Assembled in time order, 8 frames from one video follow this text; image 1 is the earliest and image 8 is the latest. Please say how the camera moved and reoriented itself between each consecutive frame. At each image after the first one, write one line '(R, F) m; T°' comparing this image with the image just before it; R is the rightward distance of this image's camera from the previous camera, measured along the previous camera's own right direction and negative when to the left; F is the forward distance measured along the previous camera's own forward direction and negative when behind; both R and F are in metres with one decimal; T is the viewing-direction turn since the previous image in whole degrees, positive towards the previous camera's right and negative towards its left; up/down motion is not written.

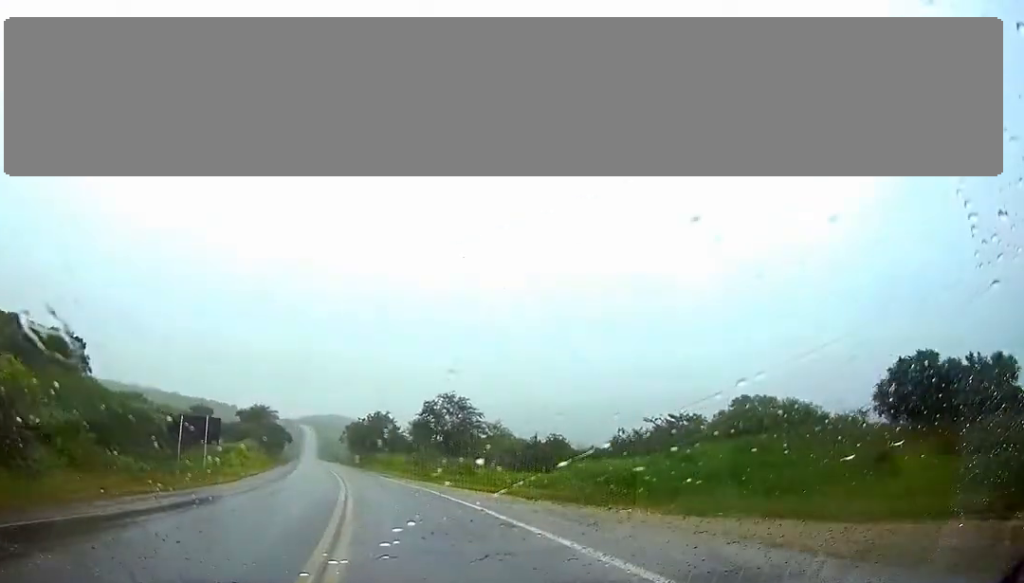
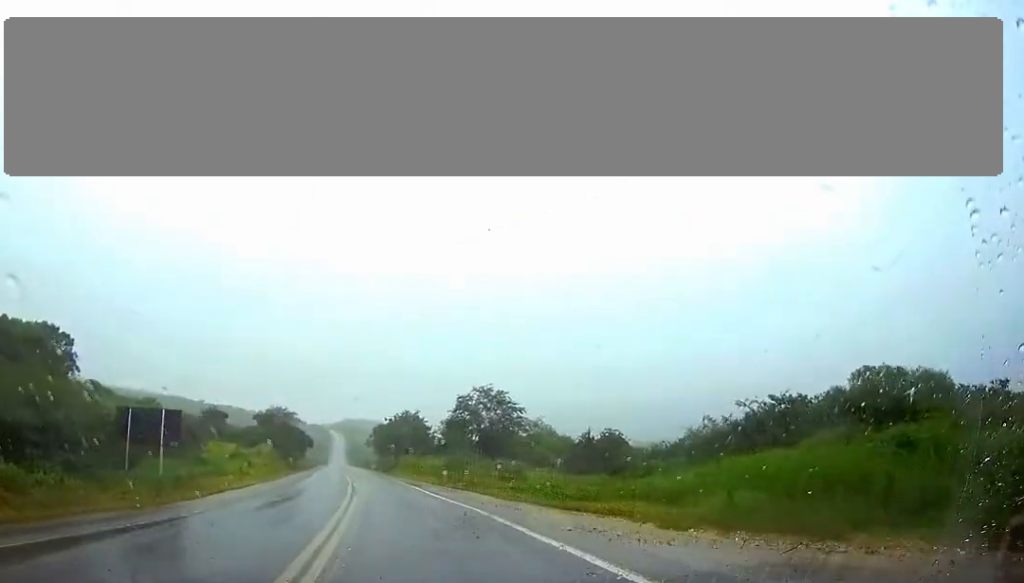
(+0.3, +12.8) m; -2°
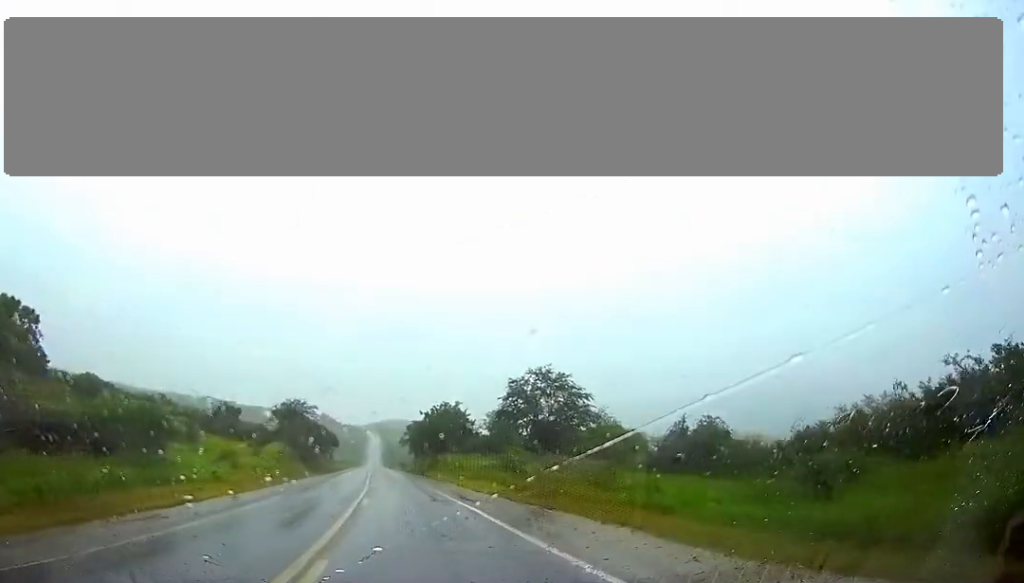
(-0.9, +18.6) m; -3°
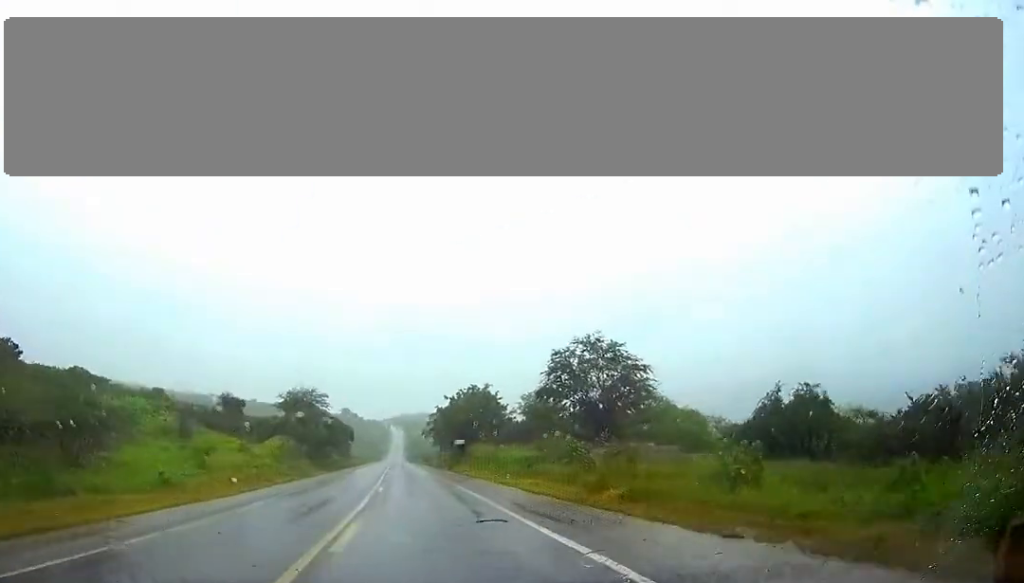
(-0.3, +13.4) m; -2°
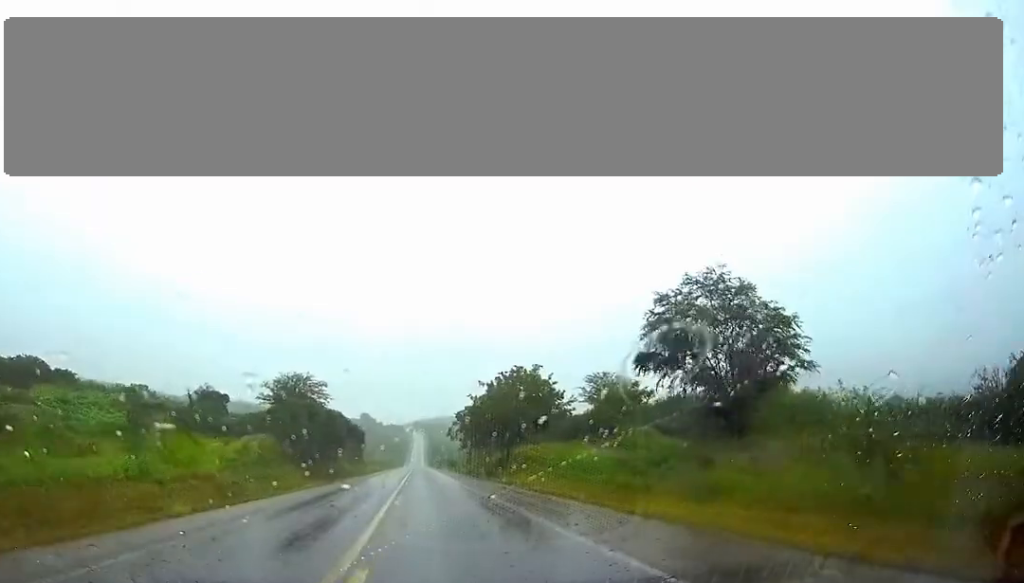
(-0.5, +23.4) m; -1°
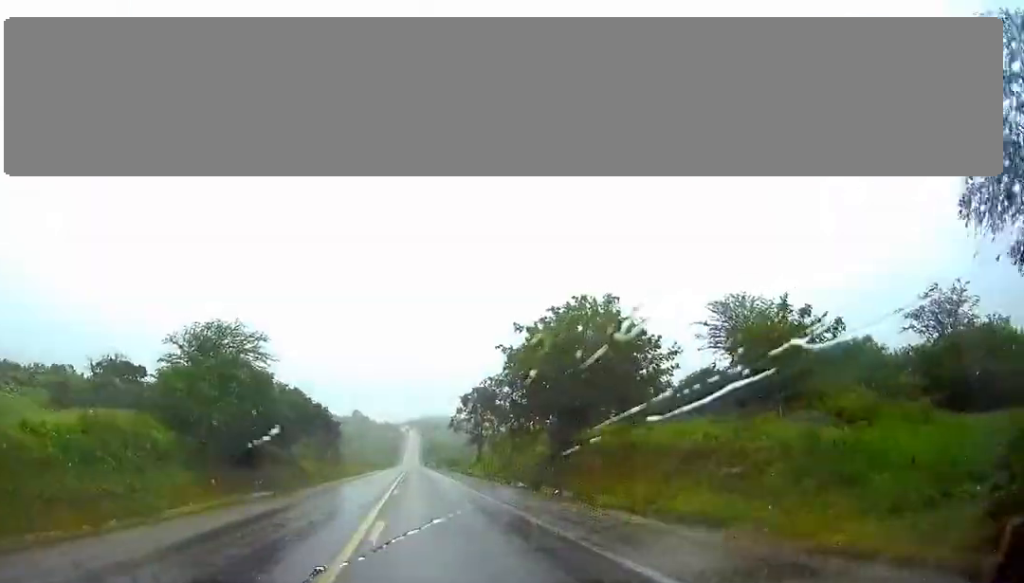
(-0.1, +29.1) m; 0°
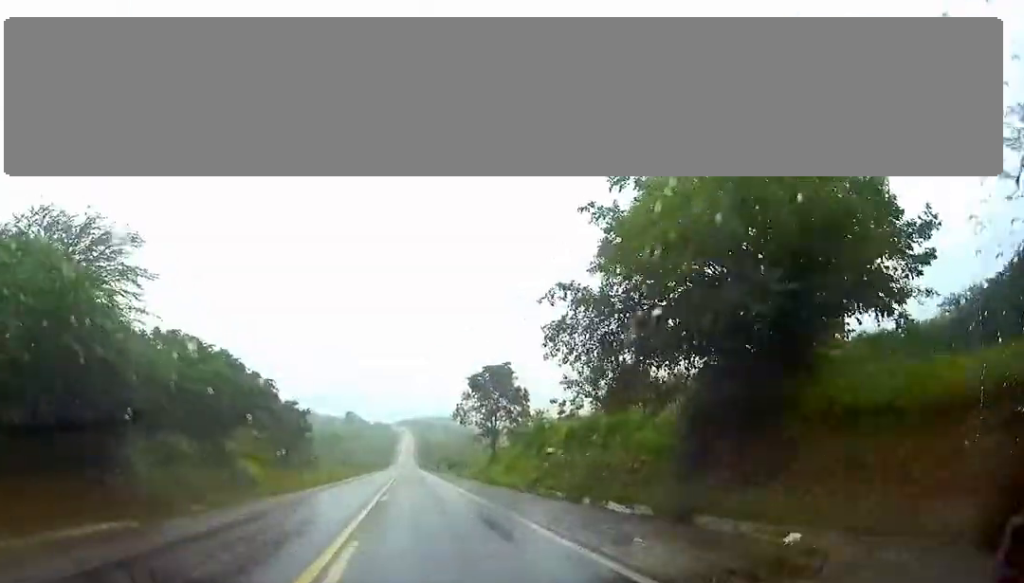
(+0.1, +22.9) m; 0°
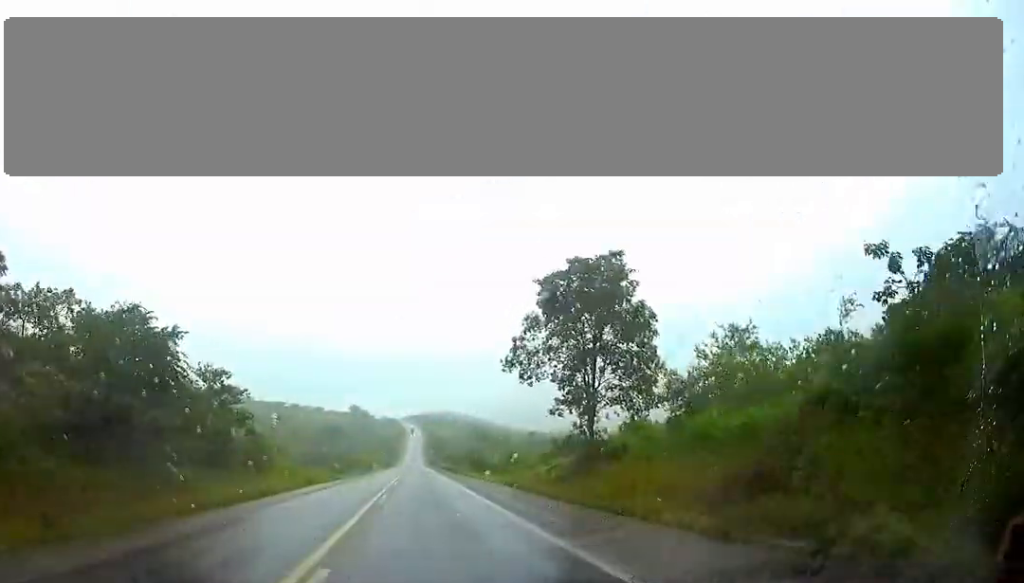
(0.0, +38.8) m; 0°
